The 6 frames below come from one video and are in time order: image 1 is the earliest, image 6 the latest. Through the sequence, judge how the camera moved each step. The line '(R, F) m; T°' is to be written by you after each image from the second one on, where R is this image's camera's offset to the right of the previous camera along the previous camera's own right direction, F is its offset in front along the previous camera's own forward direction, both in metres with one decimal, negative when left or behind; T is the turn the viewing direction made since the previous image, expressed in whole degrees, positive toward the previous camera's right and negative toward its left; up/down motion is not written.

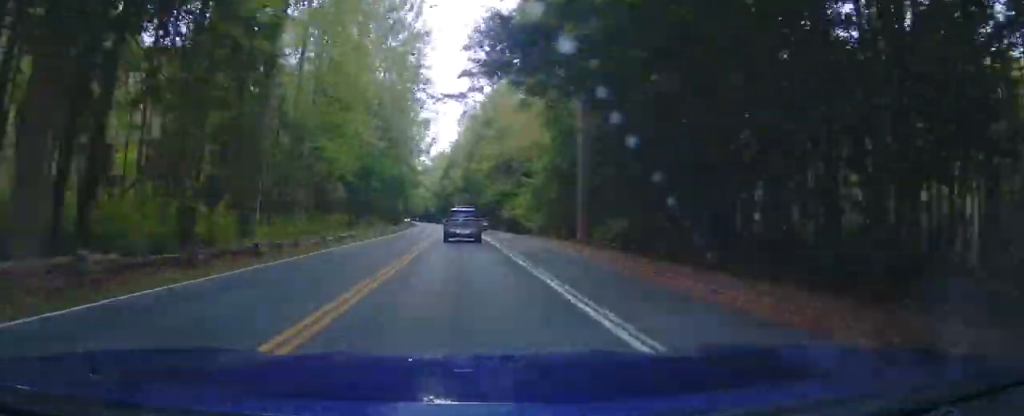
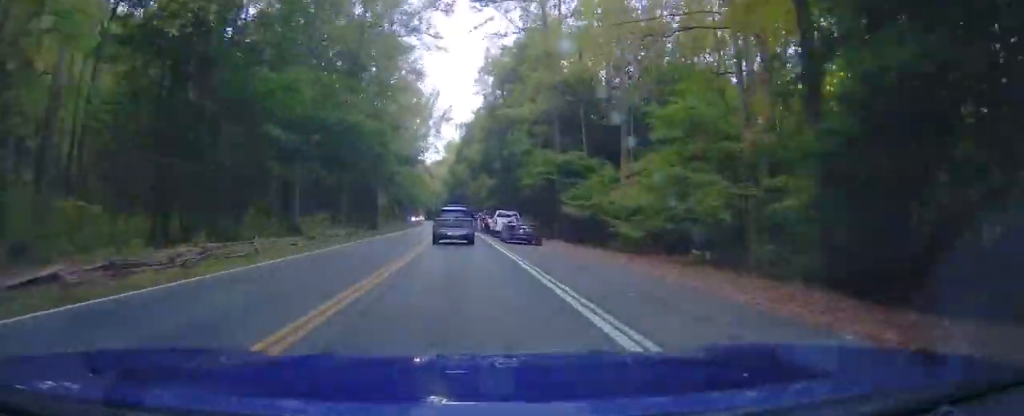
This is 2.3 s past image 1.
(+2.0, +35.4) m; -11°
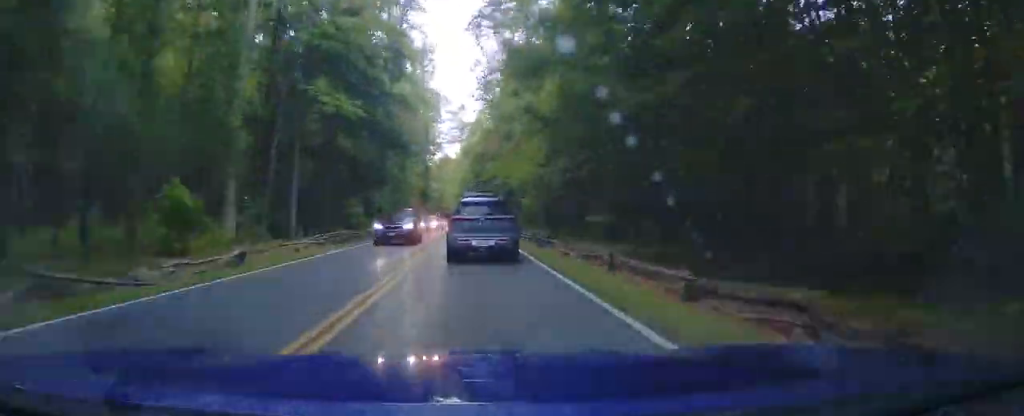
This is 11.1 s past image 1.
(+55.7, +121.9) m; +29°
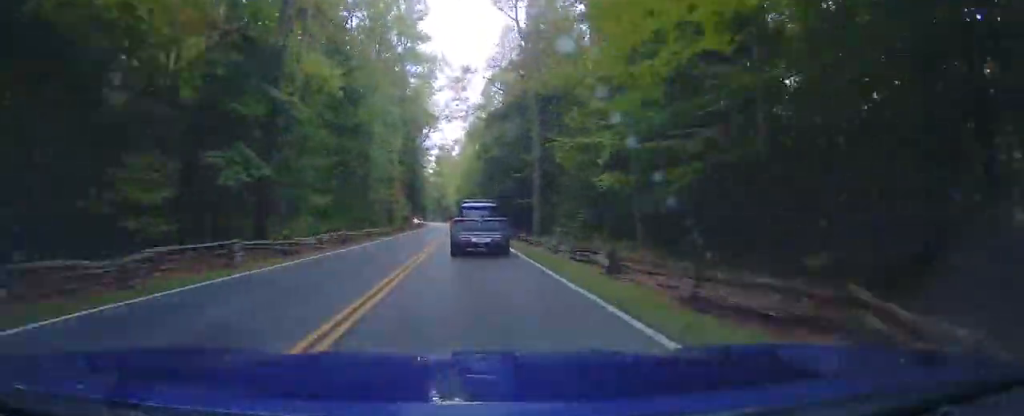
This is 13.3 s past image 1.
(-3.3, +42.8) m; -23°
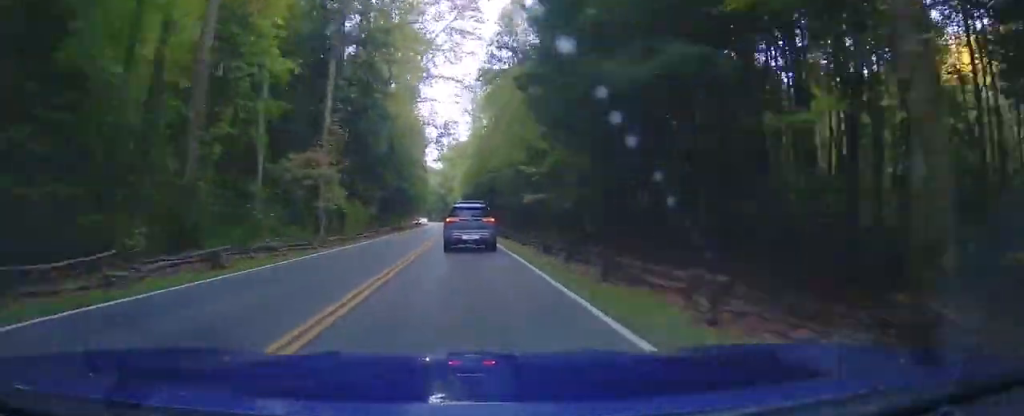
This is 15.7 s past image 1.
(-13.7, +38.4) m; -18°
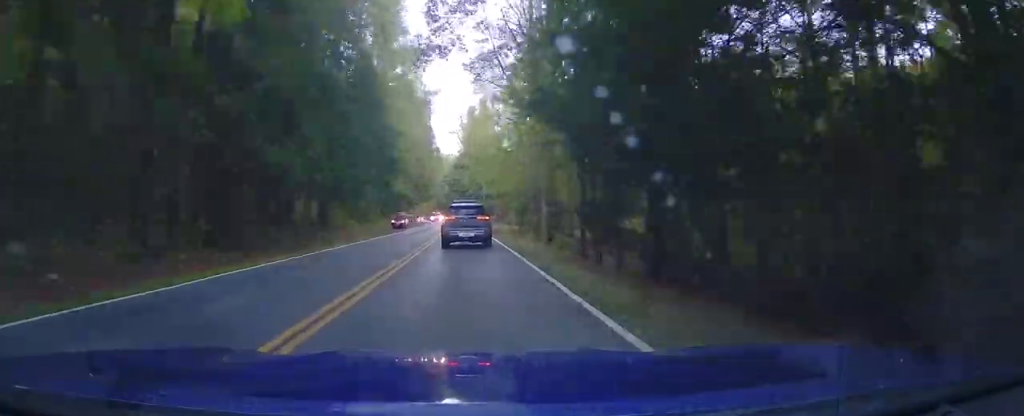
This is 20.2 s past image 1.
(-19.9, +76.0) m; -6°
